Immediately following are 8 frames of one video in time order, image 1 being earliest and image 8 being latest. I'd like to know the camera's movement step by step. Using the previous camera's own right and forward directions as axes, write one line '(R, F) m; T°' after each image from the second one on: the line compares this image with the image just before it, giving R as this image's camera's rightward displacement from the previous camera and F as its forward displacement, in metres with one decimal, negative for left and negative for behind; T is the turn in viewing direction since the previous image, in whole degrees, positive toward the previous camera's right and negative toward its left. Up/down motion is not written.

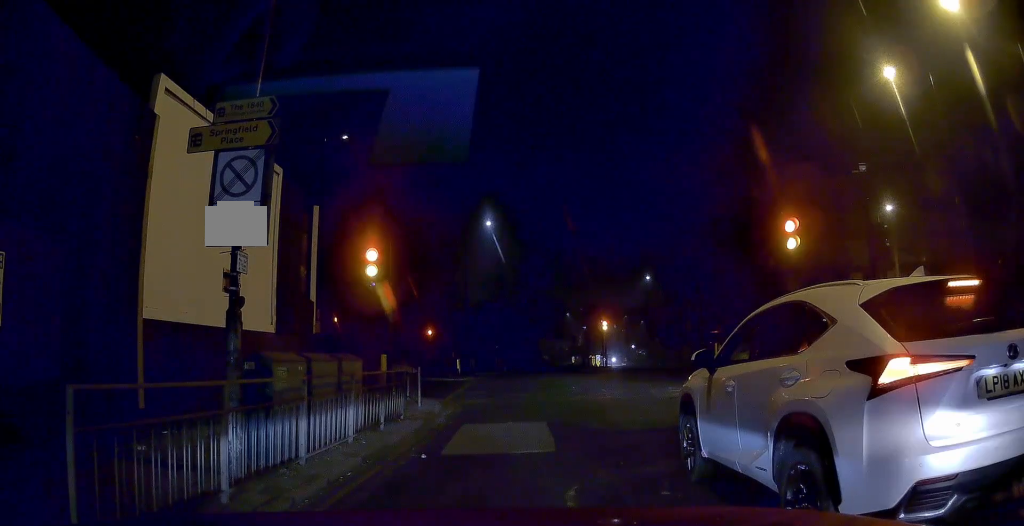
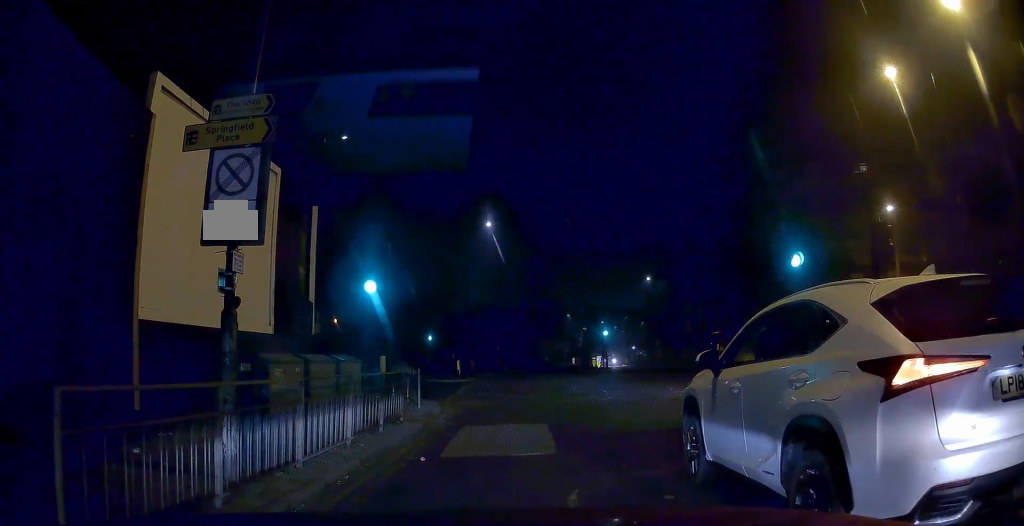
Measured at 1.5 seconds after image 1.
(0.0, 0.0) m; 0°
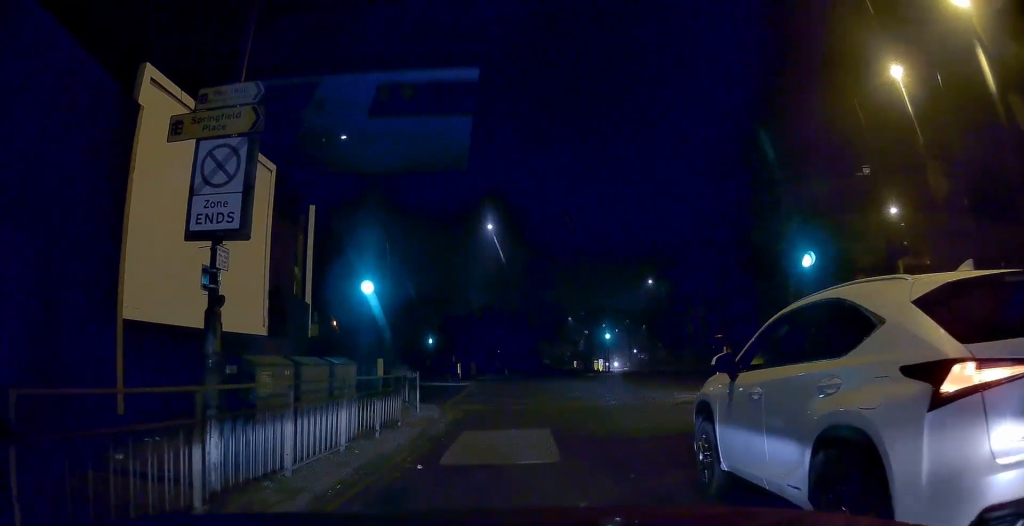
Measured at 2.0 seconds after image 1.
(0.0, 0.0) m; 0°
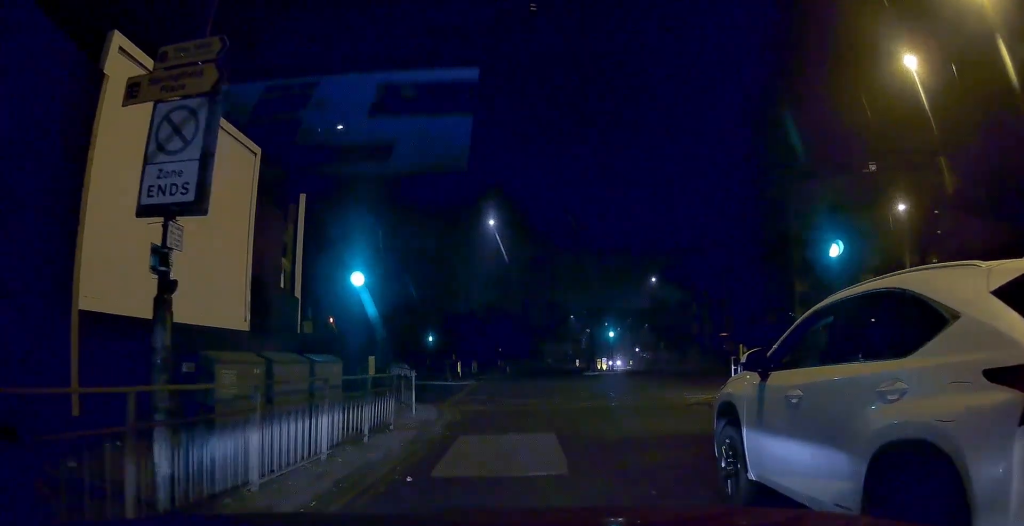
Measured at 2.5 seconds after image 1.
(0.0, +0.2) m; 0°
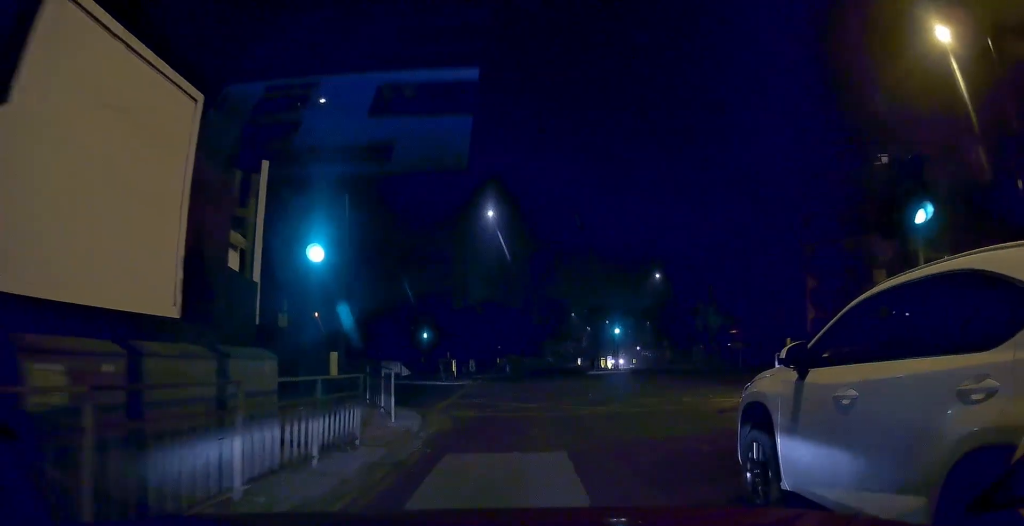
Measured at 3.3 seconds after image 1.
(0.0, +0.6) m; 0°
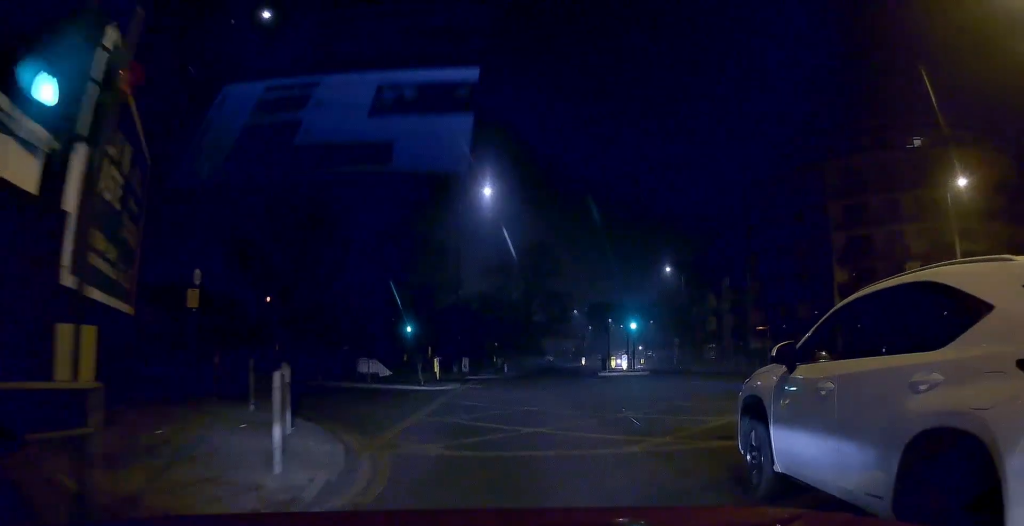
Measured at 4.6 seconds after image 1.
(0.0, +3.2) m; 0°
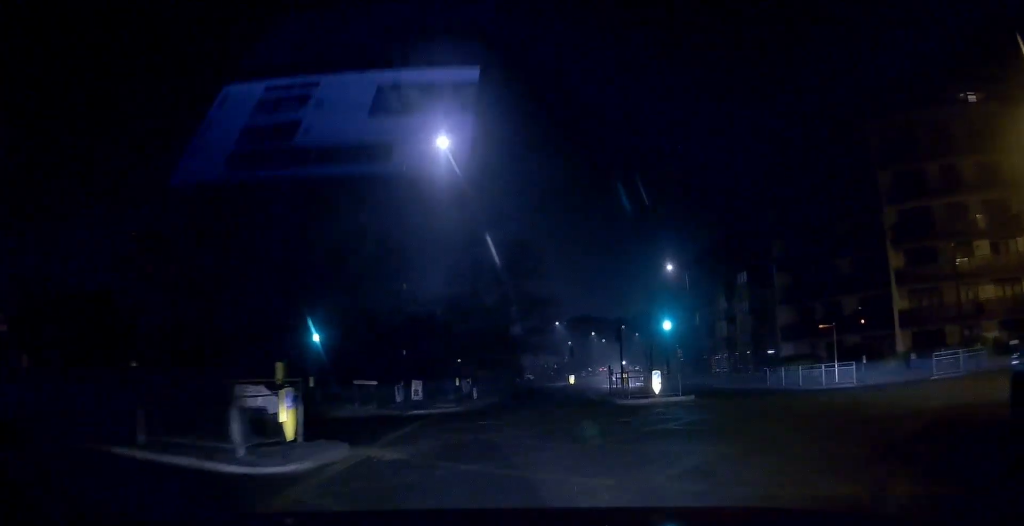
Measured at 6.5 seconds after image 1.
(+0.1, +10.6) m; +2°
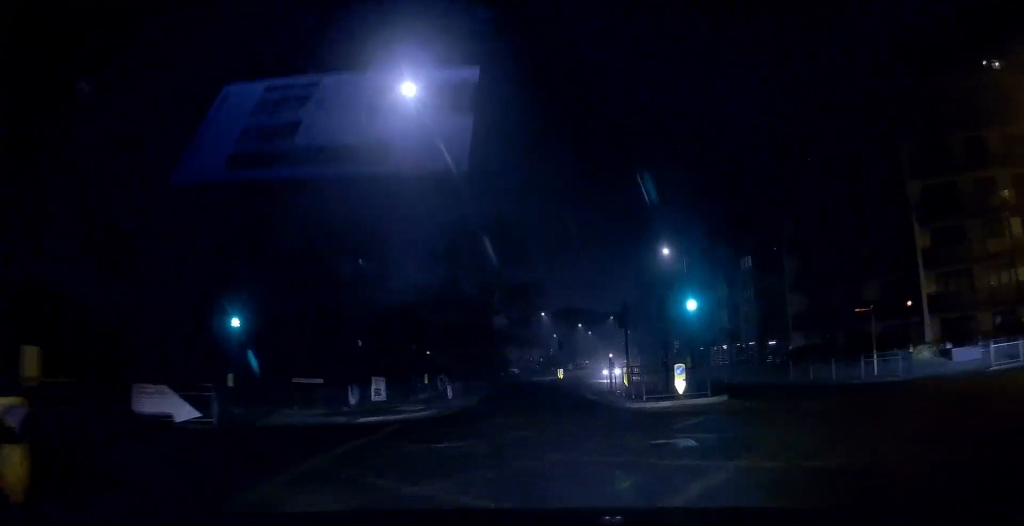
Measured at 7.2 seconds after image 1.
(+0.1, +5.2) m; +1°
